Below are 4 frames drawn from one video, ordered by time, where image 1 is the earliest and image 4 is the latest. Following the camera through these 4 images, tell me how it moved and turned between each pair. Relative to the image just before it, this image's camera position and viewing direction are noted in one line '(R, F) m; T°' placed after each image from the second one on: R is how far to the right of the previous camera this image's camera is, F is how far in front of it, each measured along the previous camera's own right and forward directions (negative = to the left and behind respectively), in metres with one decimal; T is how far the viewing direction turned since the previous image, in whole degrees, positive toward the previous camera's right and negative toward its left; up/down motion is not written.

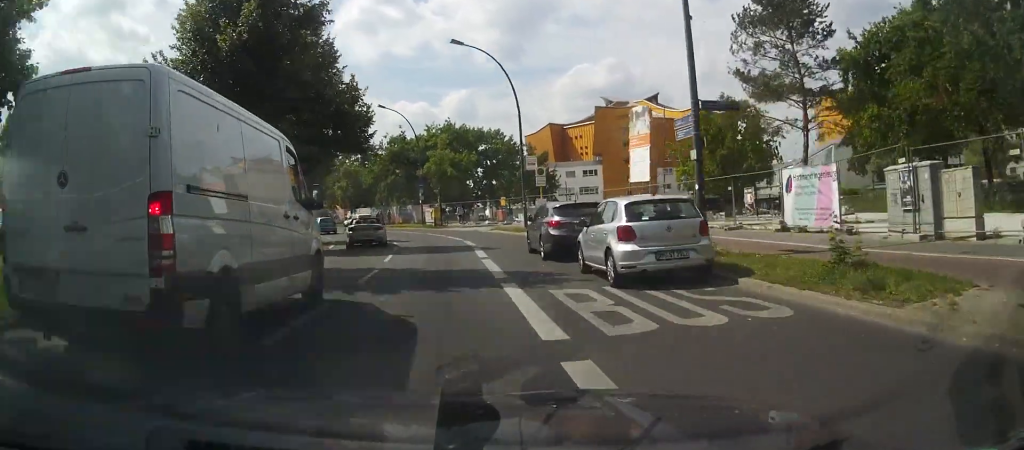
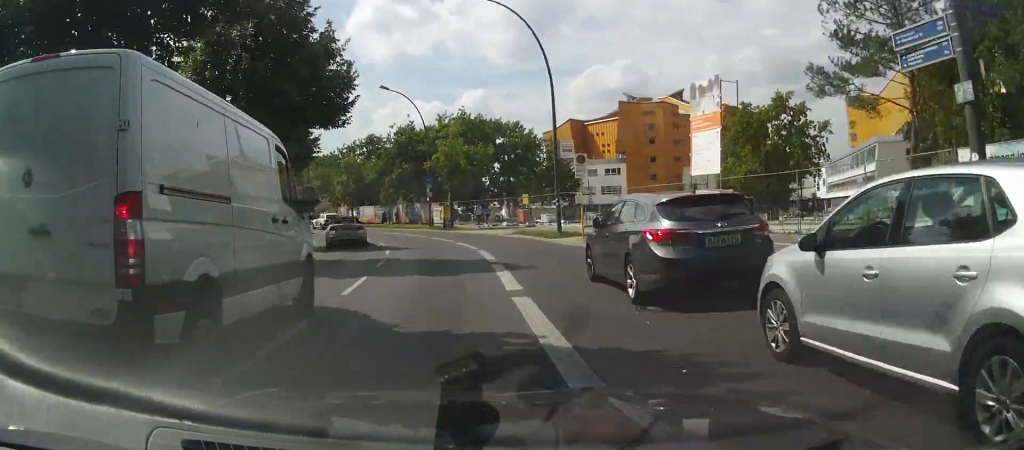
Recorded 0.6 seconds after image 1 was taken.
(-0.6, +7.7) m; -3°
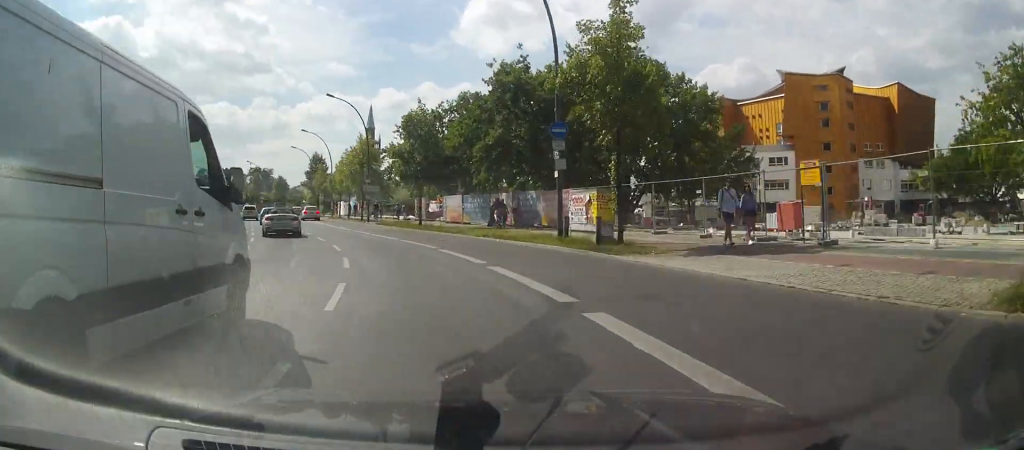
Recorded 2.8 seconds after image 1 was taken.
(-2.1, +26.2) m; -10°
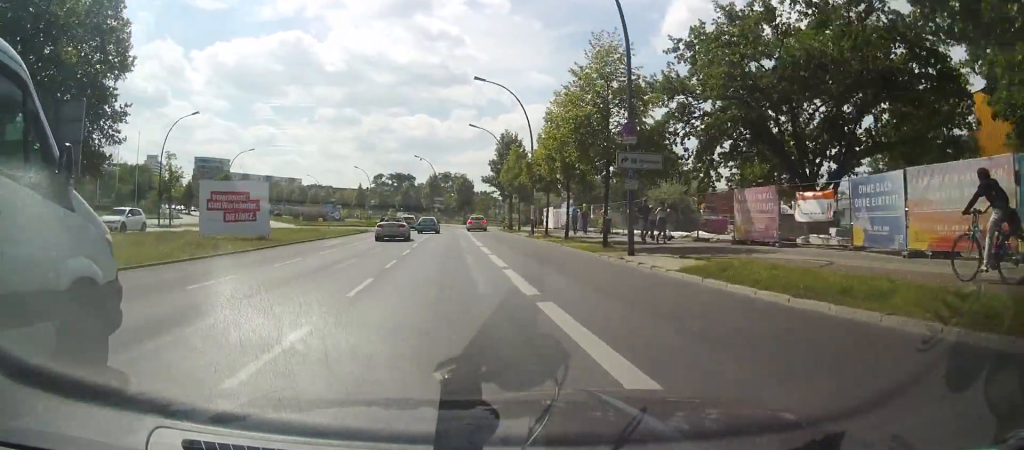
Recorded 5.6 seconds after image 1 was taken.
(-6.0, +32.8) m; -17°
